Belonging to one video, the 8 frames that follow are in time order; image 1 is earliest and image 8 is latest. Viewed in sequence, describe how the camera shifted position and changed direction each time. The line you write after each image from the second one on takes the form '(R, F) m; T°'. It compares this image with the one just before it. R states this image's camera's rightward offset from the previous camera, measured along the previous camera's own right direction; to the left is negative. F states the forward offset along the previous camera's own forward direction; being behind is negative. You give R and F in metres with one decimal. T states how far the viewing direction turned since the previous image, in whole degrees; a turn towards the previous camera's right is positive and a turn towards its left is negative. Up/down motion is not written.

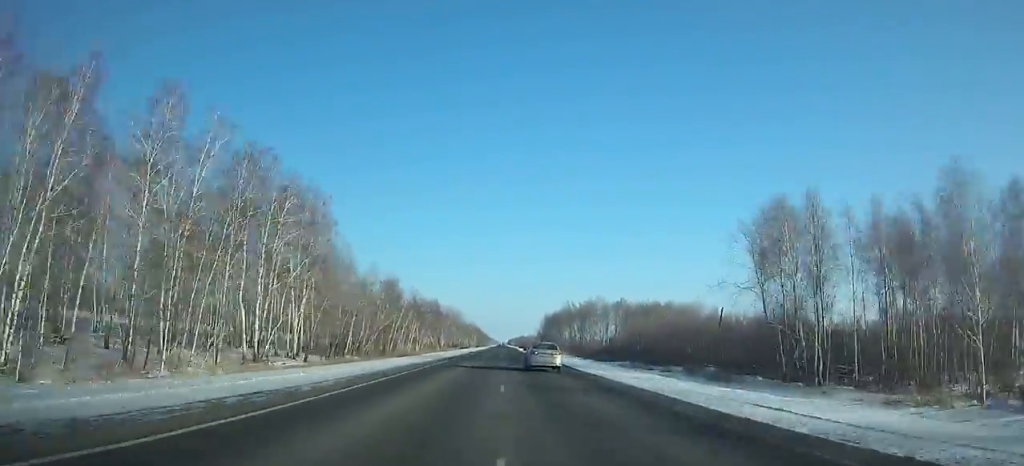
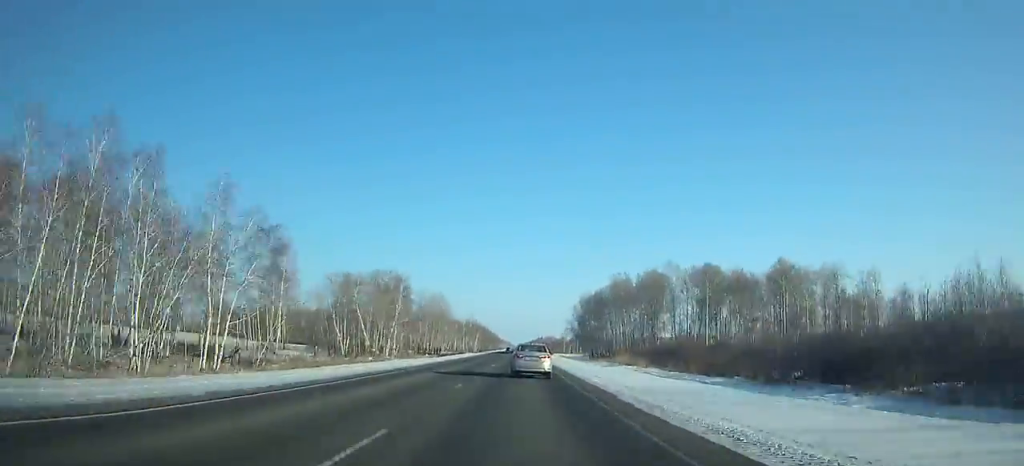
(-0.5, +91.5) m; -1°
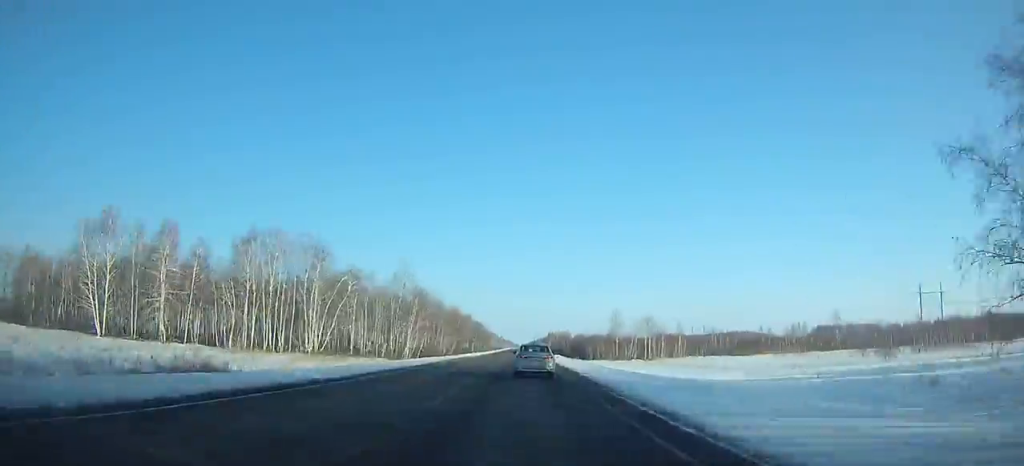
(-1.0, +150.6) m; 0°
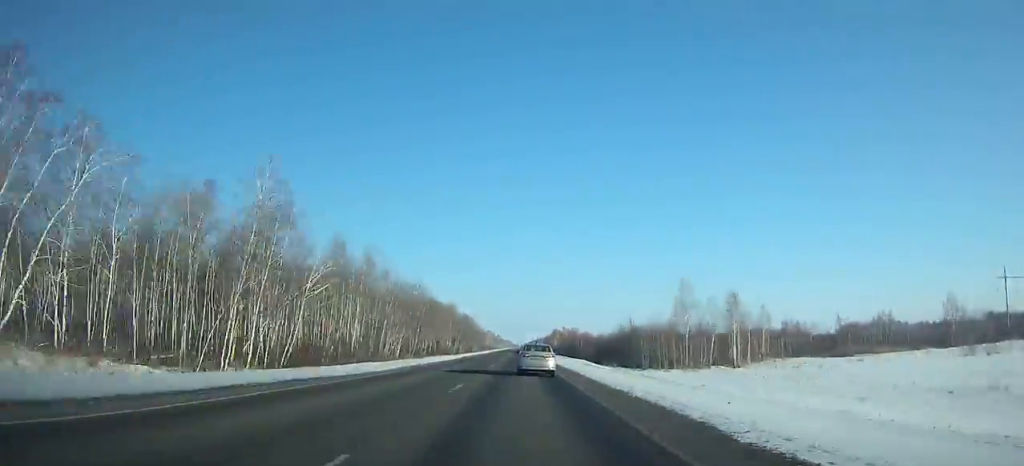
(0.0, +57.3) m; 0°
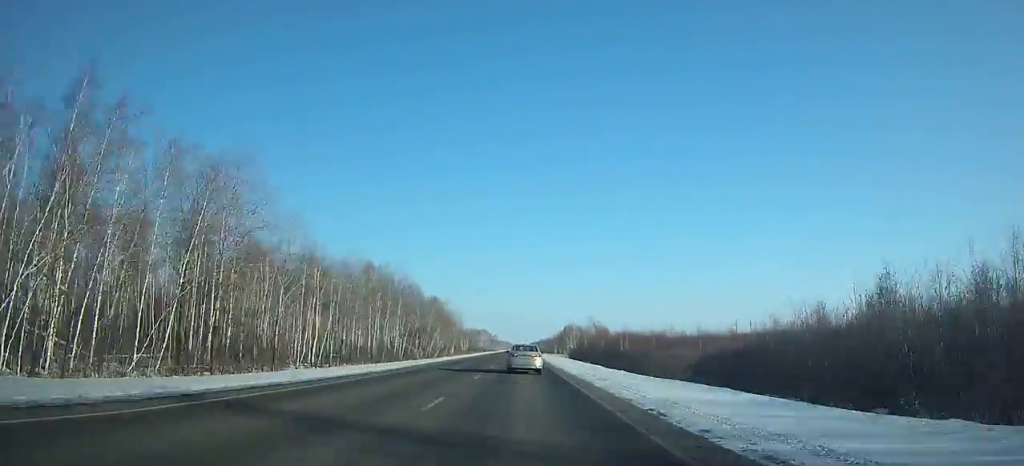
(0.0, +74.8) m; 0°
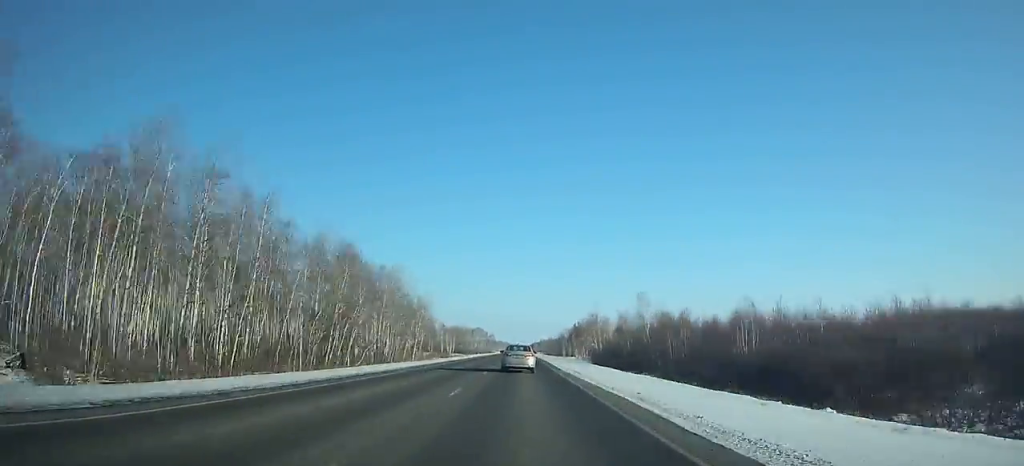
(0.0, +56.8) m; 0°
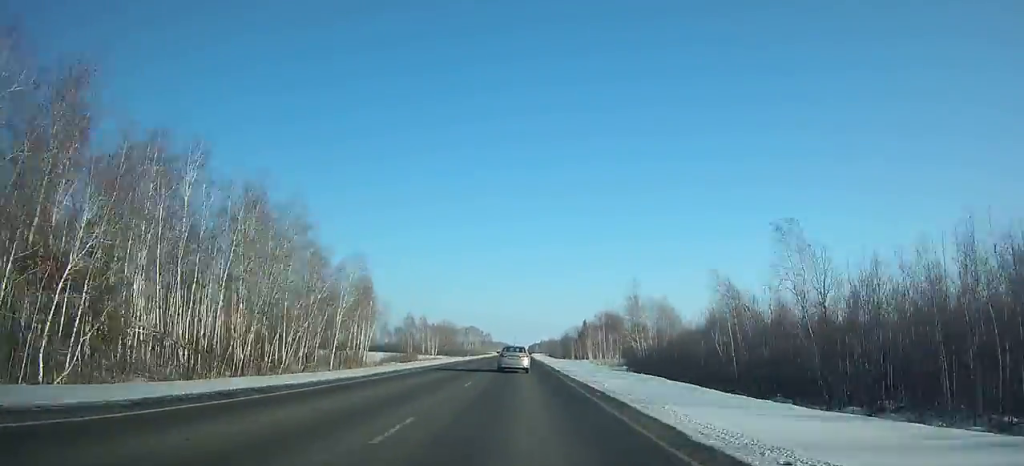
(0.0, +41.8) m; 0°
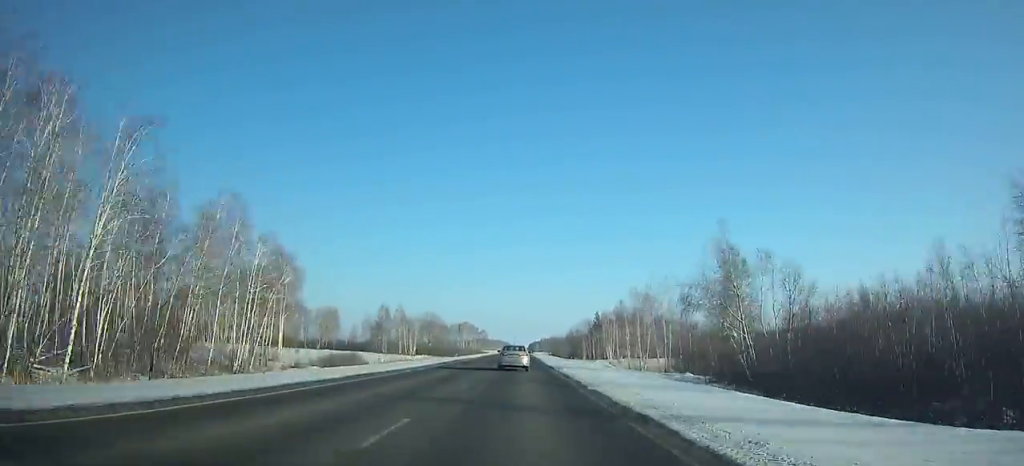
(0.0, +35.8) m; 0°
